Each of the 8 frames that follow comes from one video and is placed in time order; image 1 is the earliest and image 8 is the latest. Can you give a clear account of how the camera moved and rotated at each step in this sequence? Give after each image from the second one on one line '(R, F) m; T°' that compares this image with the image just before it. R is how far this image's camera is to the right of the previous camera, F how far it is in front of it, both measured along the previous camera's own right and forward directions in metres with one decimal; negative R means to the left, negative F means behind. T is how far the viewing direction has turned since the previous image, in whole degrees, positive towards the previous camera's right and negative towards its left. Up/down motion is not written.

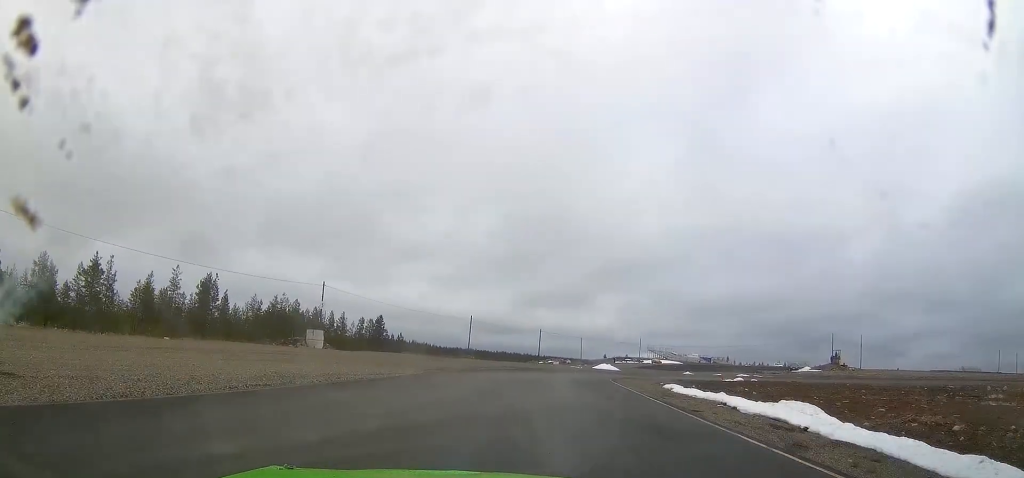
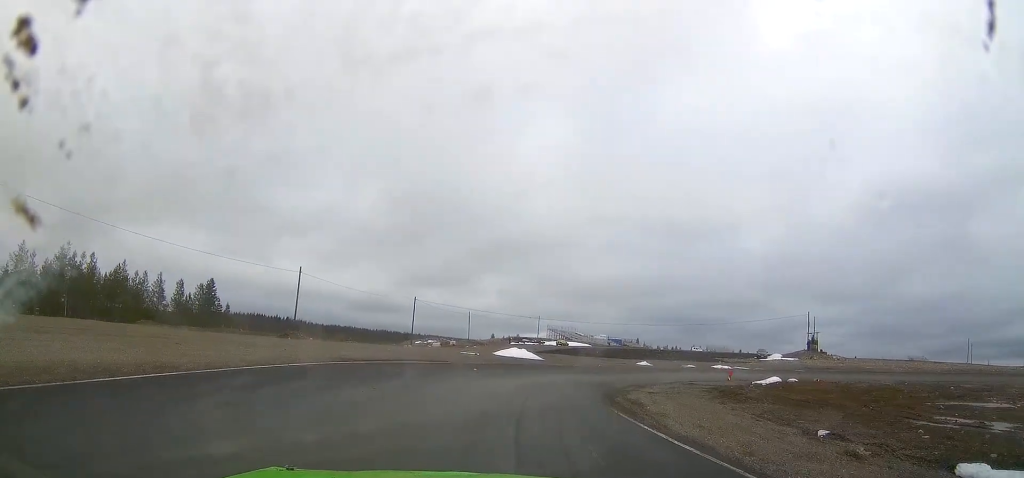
(+4.1, +31.6) m; +14°
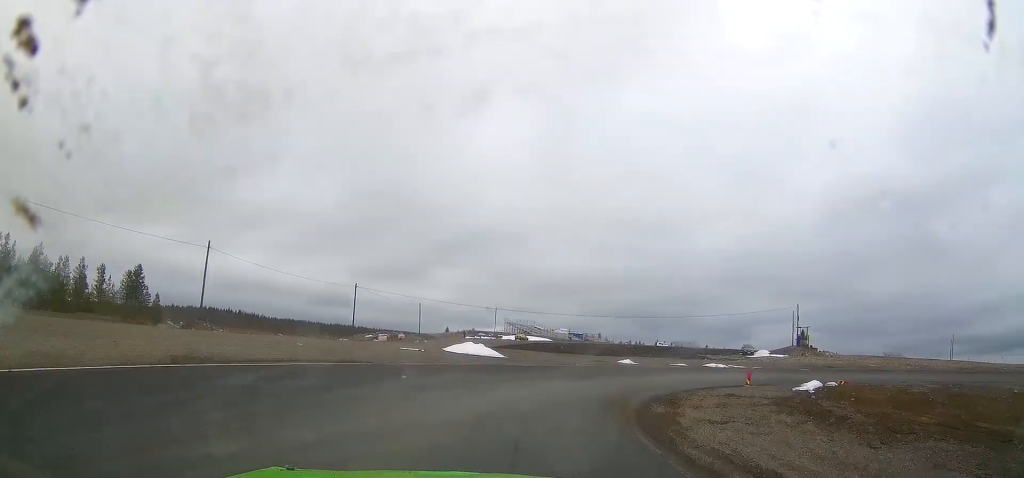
(+0.2, +10.9) m; +5°
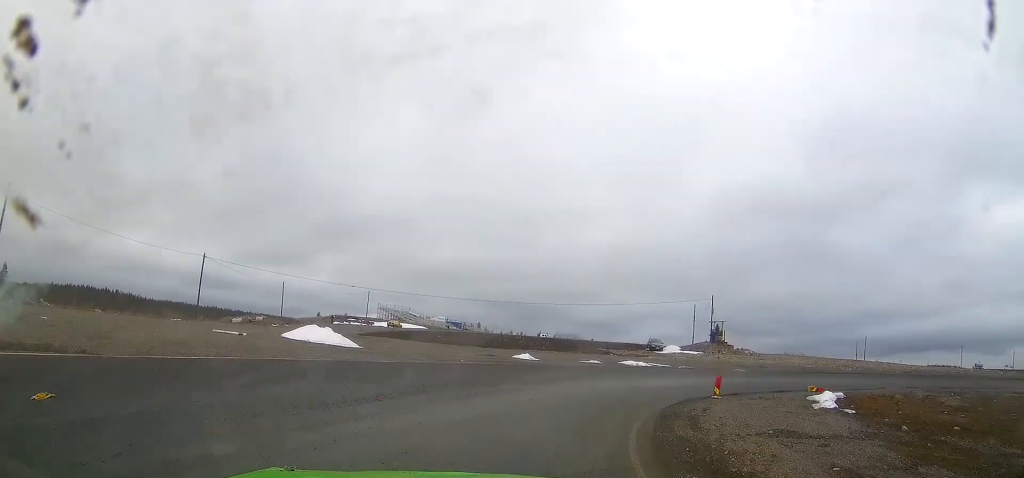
(+1.1, +11.3) m; +10°
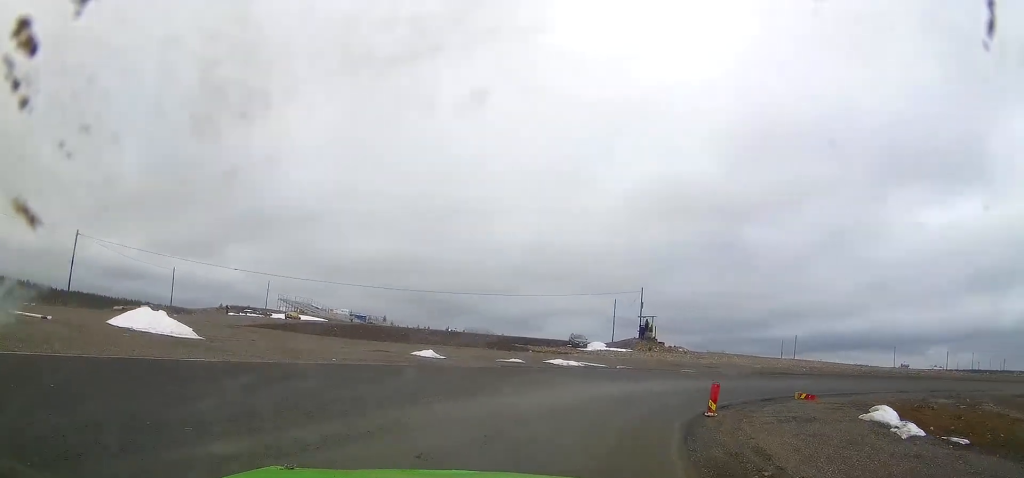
(+0.5, +8.0) m; +9°
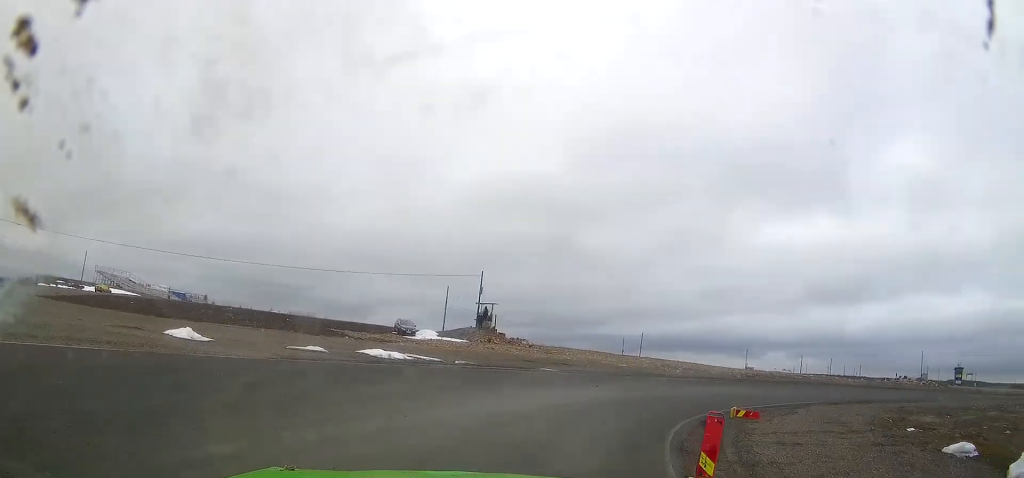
(+0.6, +8.8) m; +14°
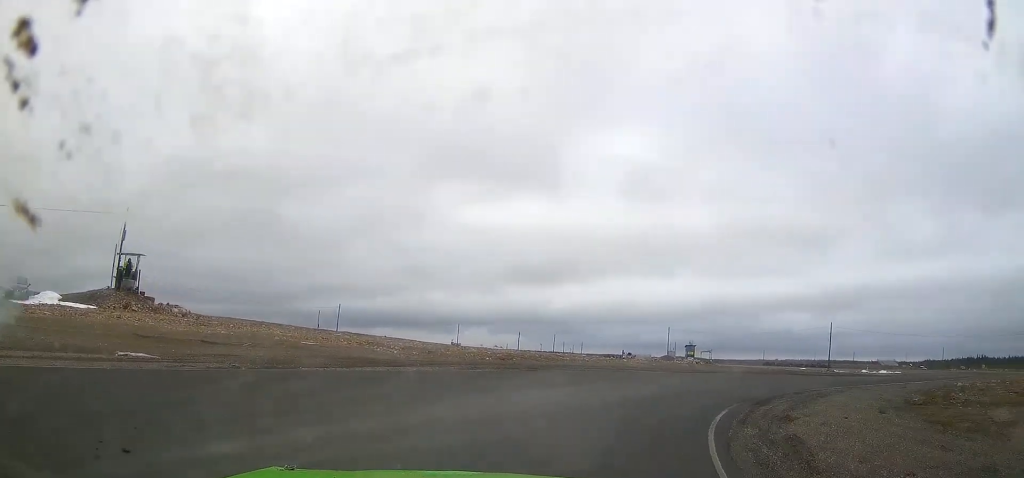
(+4.2, +14.7) m; +32°
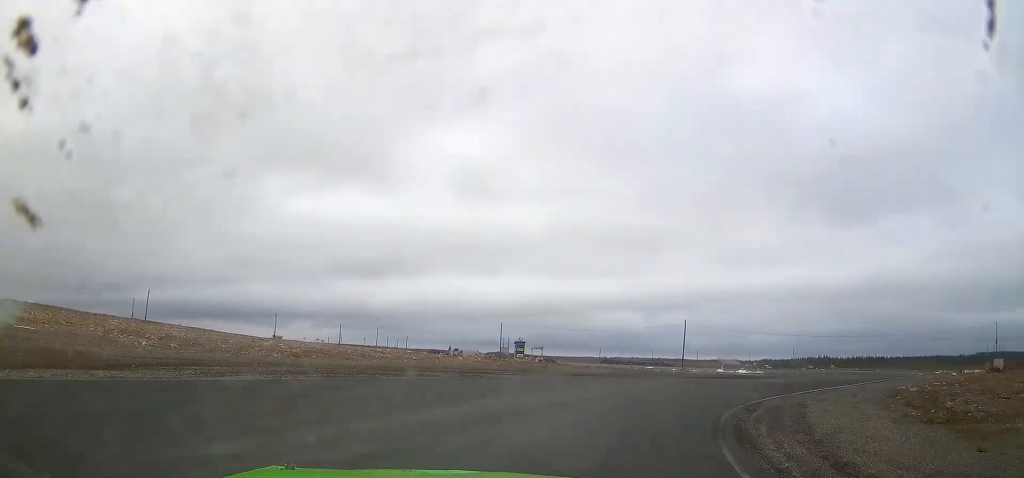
(+1.3, +8.4) m; +19°
